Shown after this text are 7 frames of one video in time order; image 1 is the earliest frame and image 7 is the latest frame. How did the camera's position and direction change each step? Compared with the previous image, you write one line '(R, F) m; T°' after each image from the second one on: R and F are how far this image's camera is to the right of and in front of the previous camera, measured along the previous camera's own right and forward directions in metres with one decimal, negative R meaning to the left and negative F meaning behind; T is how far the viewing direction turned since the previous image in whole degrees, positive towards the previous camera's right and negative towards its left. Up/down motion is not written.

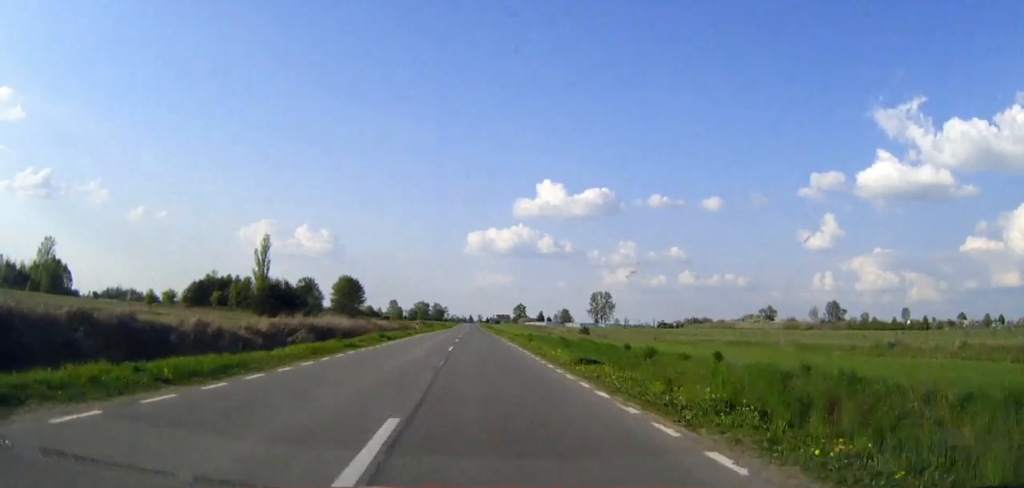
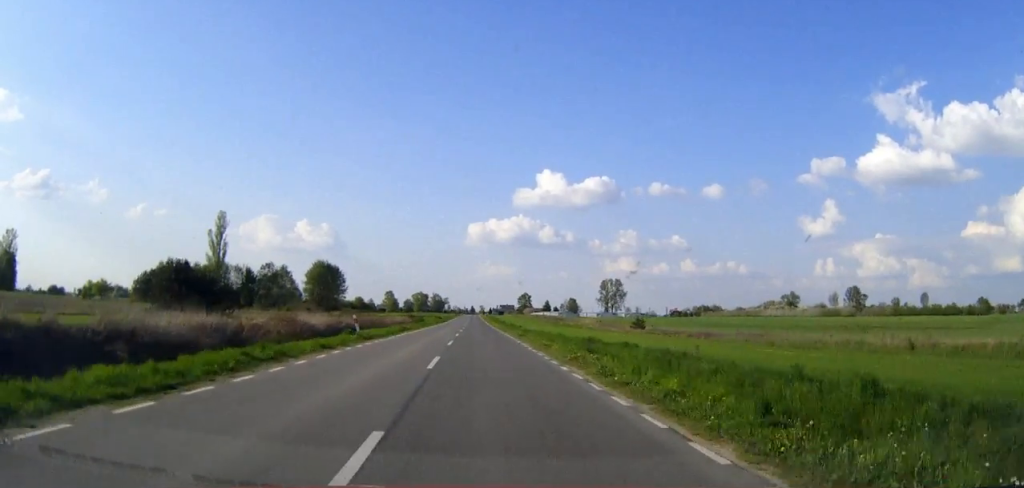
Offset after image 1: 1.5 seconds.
(0.0, +36.7) m; 0°
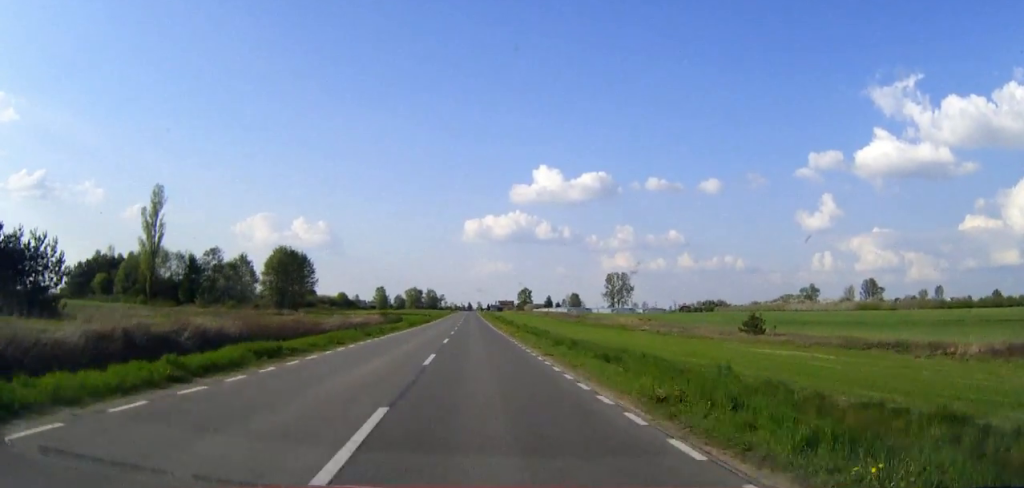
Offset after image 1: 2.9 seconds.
(0.0, +33.9) m; 0°
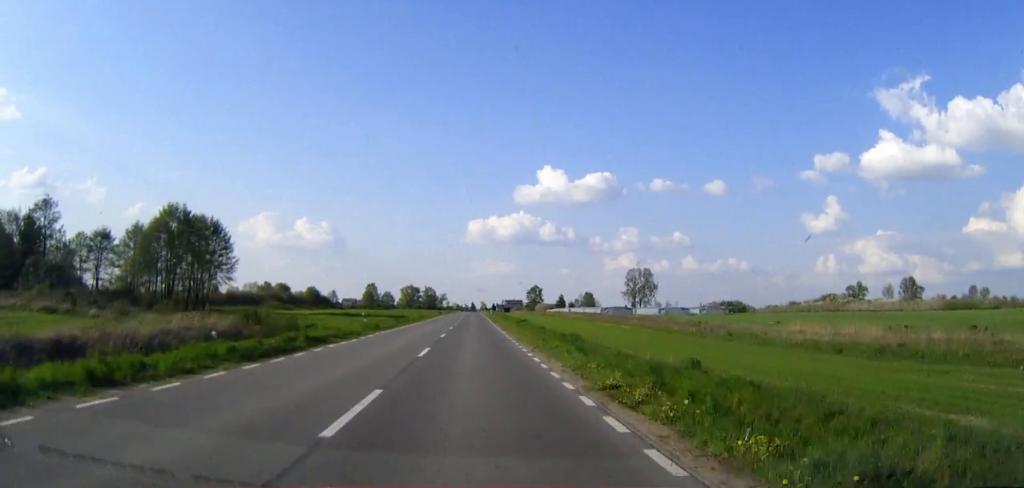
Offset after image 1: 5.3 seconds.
(-0.1, +57.7) m; 0°
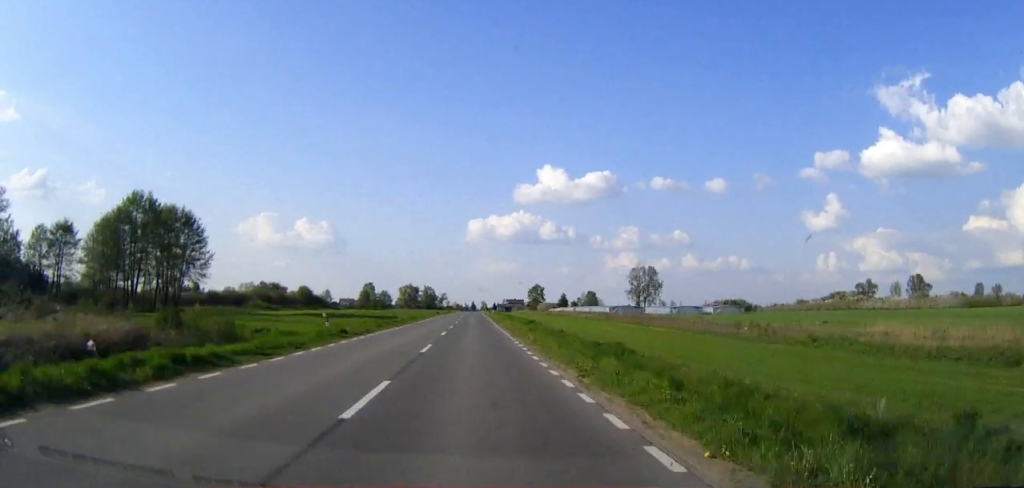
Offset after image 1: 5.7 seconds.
(0.0, +10.8) m; 0°
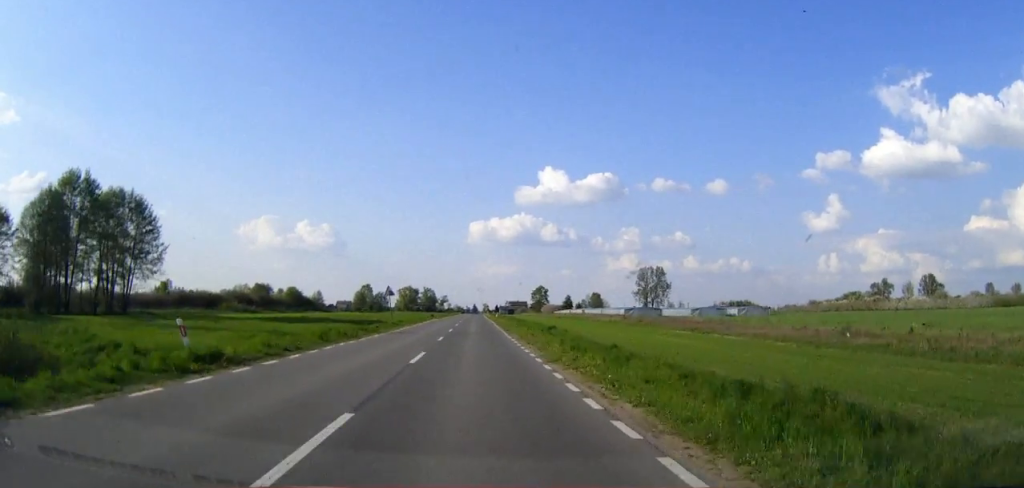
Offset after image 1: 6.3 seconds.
(0.0, +15.8) m; 0°
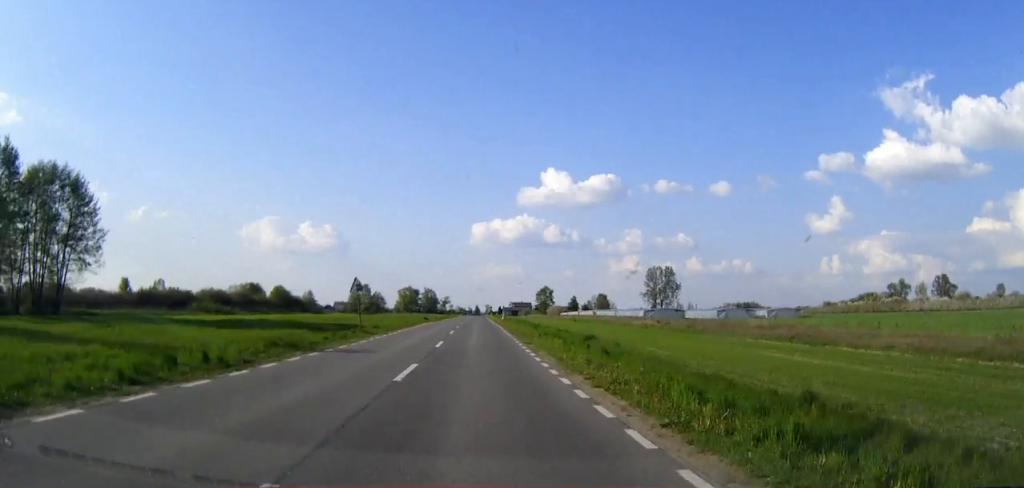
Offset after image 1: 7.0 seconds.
(0.0, +15.7) m; 0°
